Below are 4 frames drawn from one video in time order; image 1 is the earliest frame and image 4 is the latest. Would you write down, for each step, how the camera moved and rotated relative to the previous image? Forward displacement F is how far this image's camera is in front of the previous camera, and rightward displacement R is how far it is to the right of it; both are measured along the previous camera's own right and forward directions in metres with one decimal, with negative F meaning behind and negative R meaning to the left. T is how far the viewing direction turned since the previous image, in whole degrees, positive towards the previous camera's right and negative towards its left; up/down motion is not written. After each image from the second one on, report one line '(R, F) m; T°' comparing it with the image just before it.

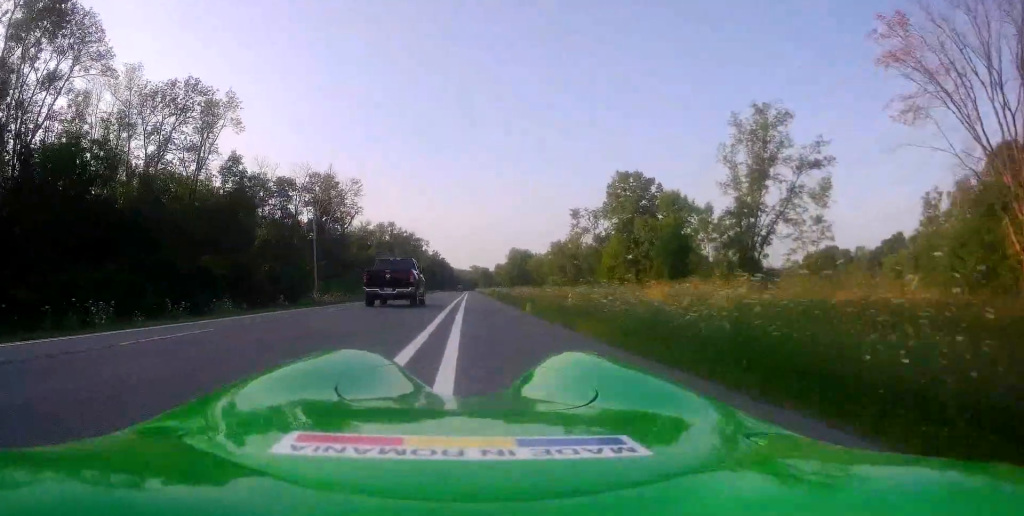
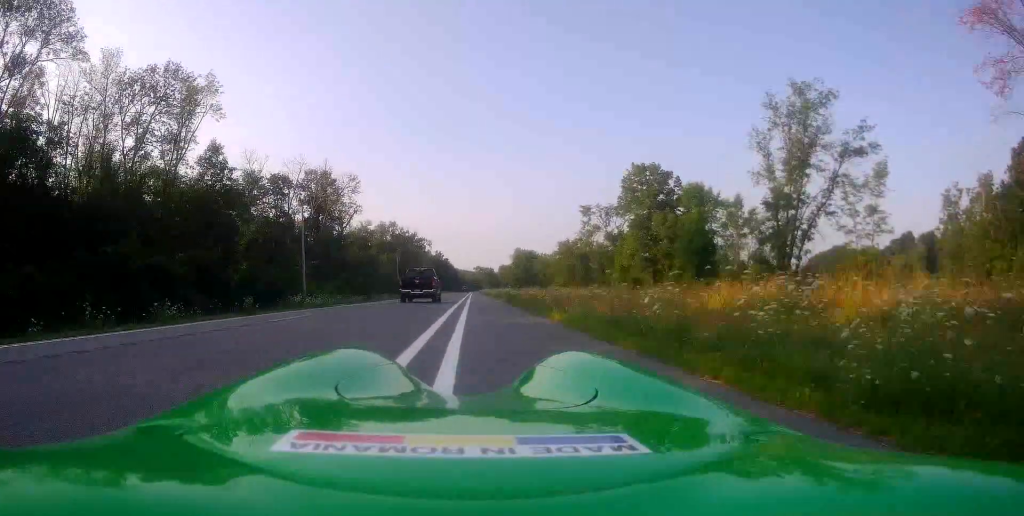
(+0.3, +5.7) m; -1°
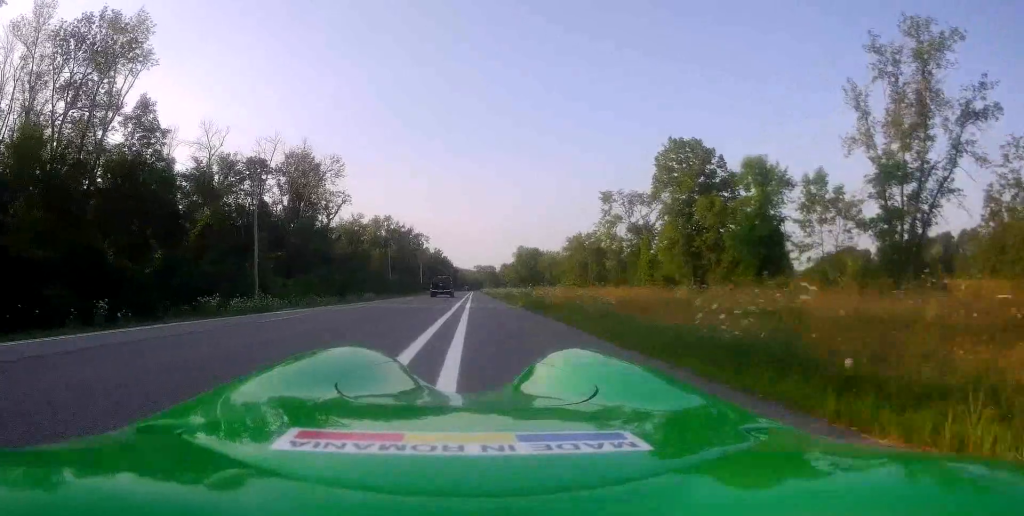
(-0.6, +12.9) m; -2°
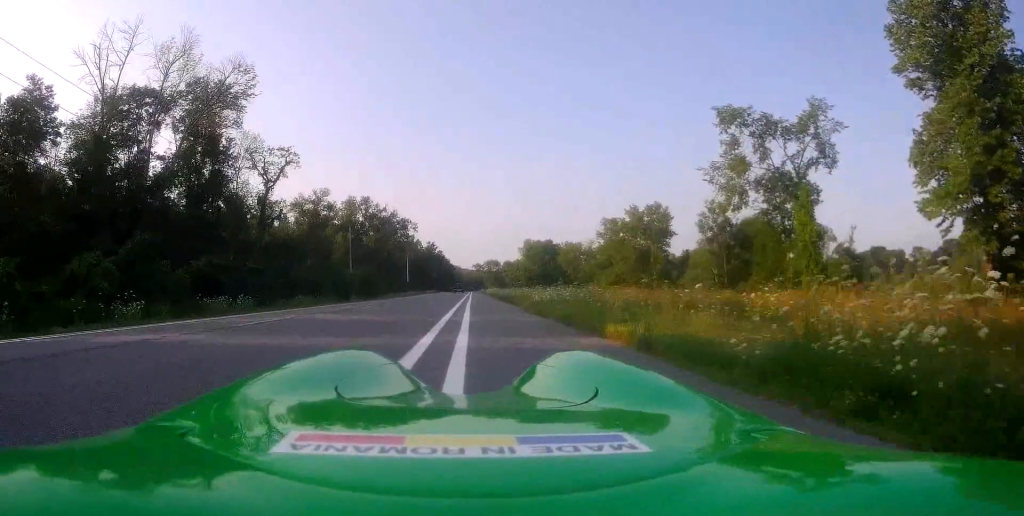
(+2.7, +37.4) m; +4°
